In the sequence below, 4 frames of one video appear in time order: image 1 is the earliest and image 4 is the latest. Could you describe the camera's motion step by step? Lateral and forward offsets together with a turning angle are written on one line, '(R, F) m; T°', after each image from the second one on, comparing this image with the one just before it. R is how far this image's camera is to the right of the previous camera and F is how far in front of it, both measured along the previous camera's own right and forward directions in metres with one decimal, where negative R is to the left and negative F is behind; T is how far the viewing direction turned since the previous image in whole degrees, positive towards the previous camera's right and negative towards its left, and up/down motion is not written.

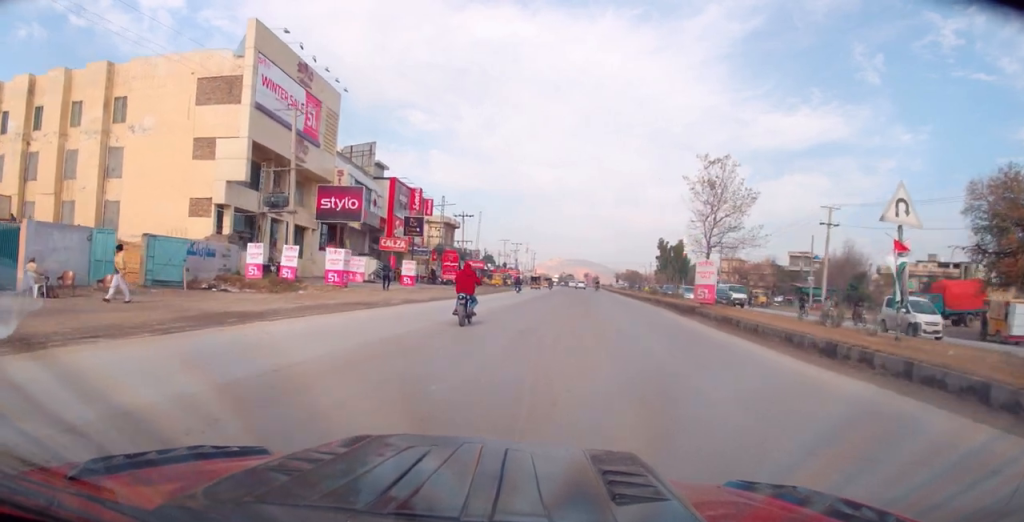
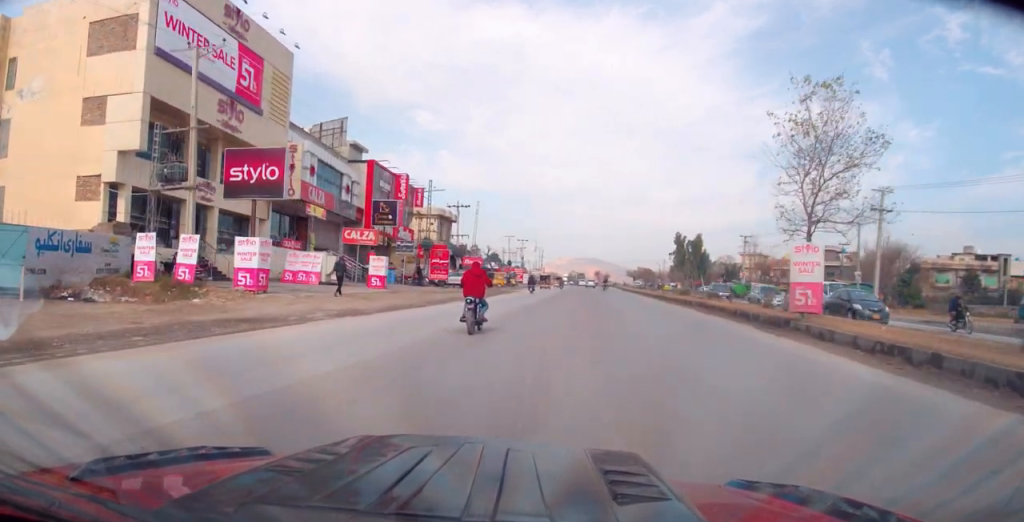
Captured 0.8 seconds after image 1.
(-0.2, +10.9) m; -1°
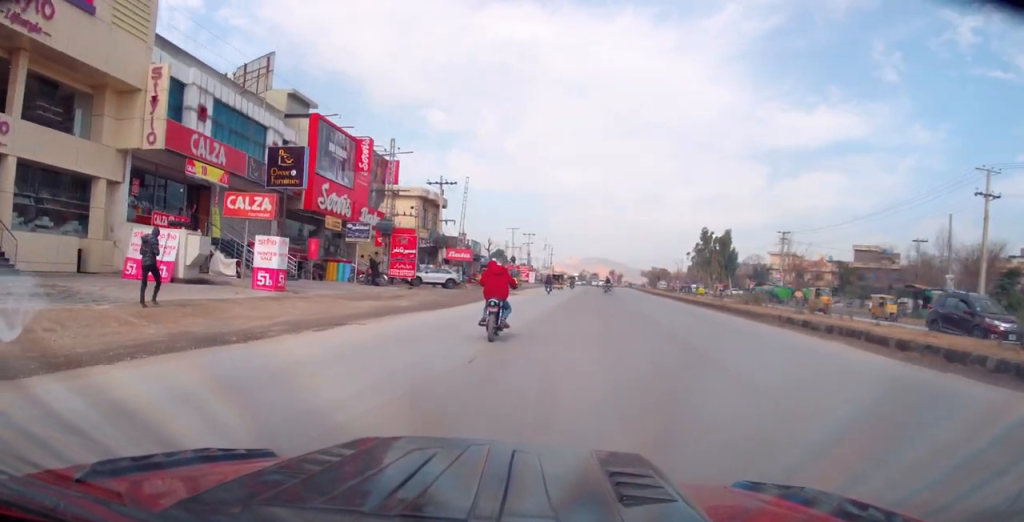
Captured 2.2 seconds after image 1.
(+0.2, +16.9) m; +1°
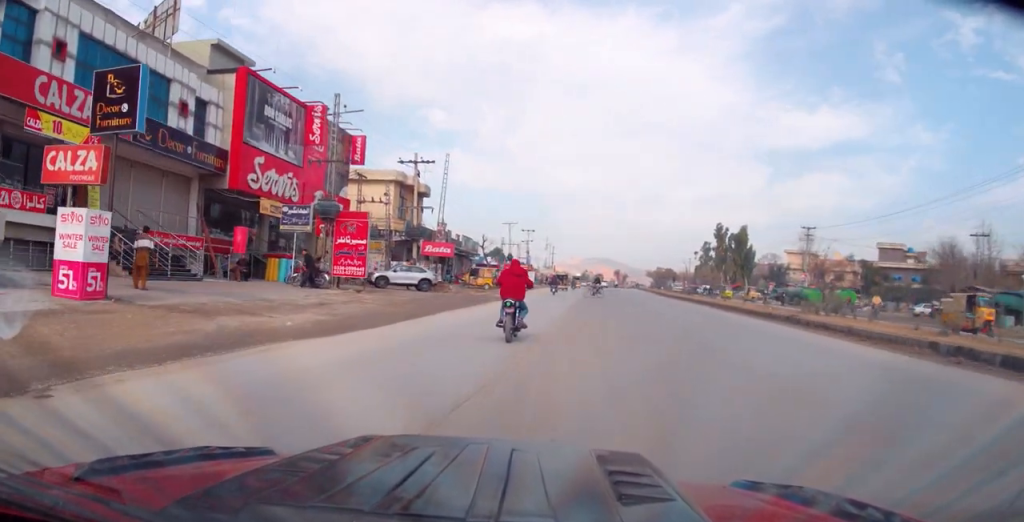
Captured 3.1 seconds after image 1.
(-0.1, +10.5) m; -2°
